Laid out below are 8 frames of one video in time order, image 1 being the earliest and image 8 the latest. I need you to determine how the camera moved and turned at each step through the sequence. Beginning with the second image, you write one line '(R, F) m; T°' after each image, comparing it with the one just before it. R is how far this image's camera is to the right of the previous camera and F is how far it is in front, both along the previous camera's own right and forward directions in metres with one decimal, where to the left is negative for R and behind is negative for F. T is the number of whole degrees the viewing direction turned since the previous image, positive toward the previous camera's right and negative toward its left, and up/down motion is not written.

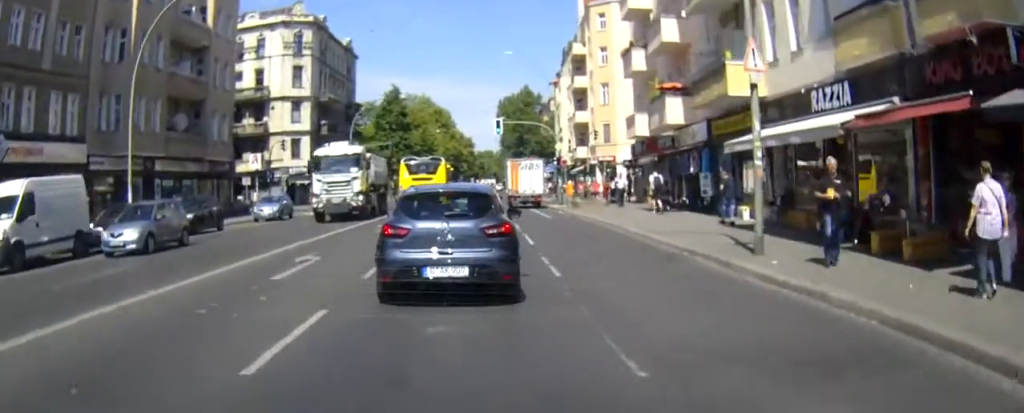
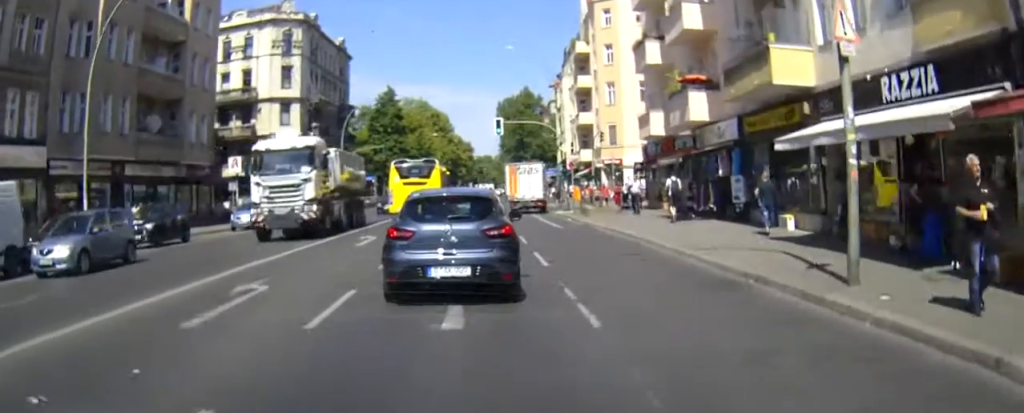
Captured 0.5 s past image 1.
(+0.1, +4.0) m; 0°
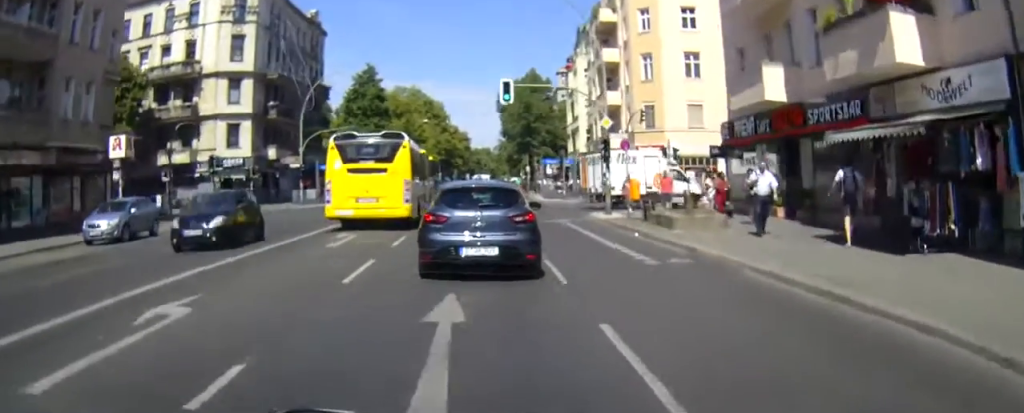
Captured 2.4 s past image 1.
(-0.1, +16.2) m; -2°
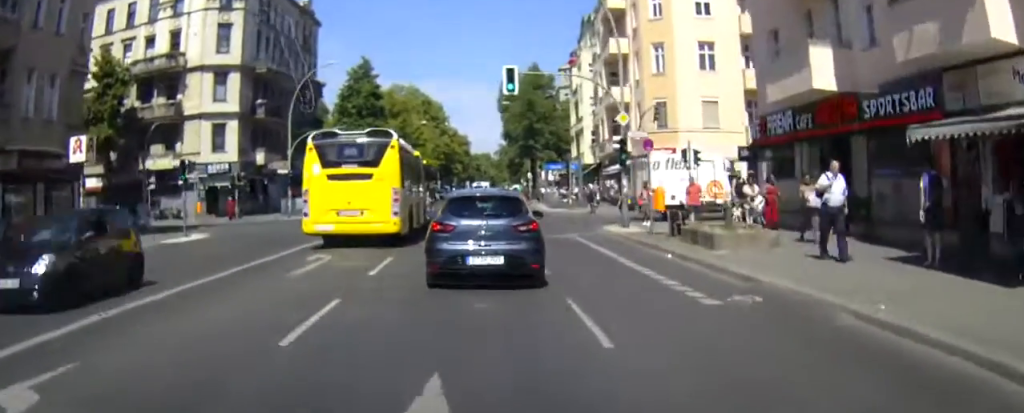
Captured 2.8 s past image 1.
(0.0, +3.7) m; -1°
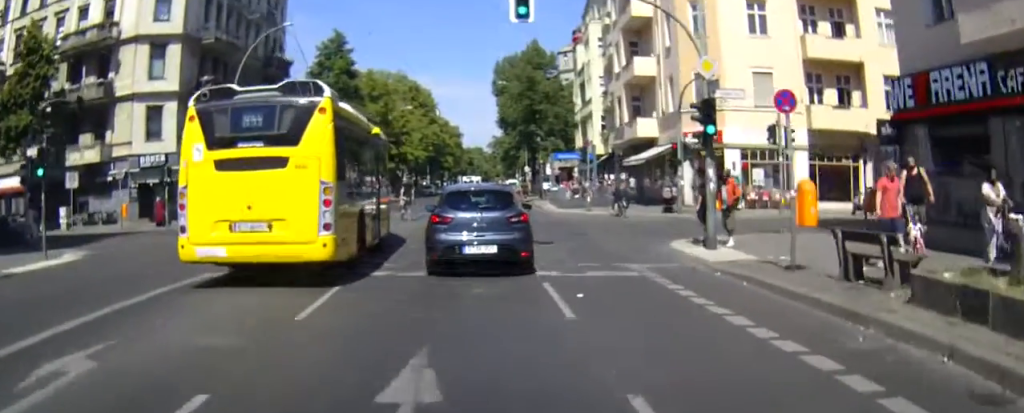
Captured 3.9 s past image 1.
(-0.4, +11.3) m; -2°
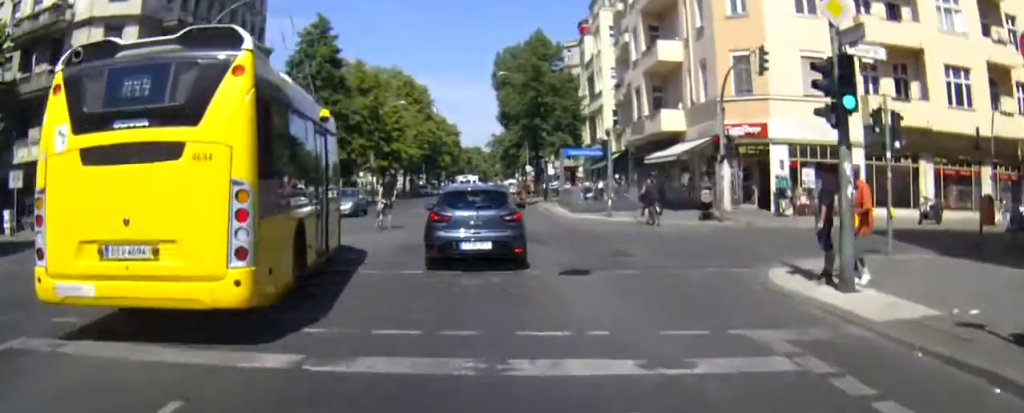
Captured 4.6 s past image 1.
(0.0, +6.7) m; +1°
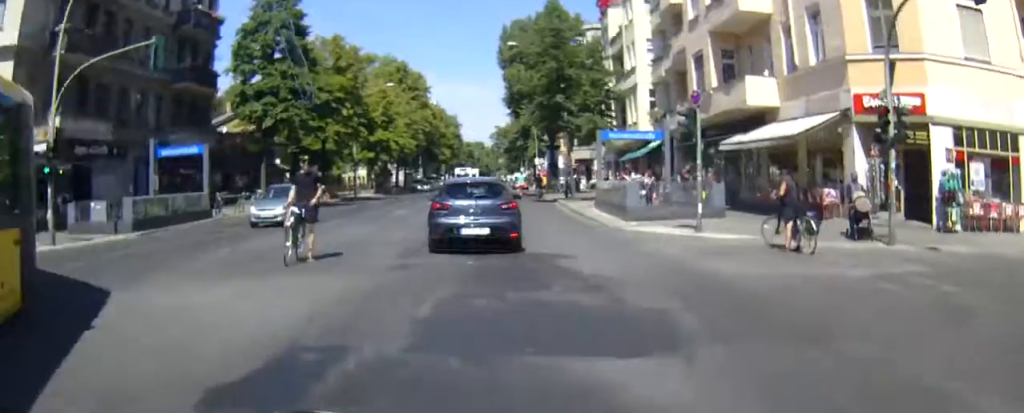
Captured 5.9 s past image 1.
(+0.1, +12.6) m; 0°
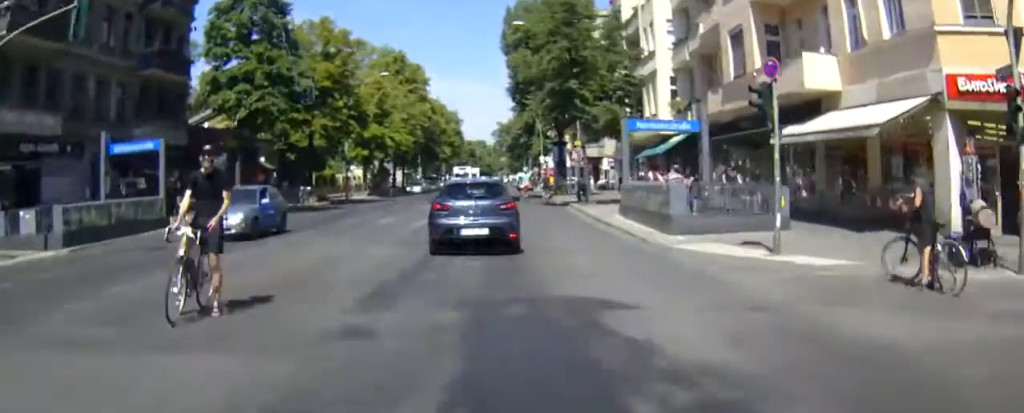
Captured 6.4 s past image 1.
(0.0, +5.0) m; 0°
